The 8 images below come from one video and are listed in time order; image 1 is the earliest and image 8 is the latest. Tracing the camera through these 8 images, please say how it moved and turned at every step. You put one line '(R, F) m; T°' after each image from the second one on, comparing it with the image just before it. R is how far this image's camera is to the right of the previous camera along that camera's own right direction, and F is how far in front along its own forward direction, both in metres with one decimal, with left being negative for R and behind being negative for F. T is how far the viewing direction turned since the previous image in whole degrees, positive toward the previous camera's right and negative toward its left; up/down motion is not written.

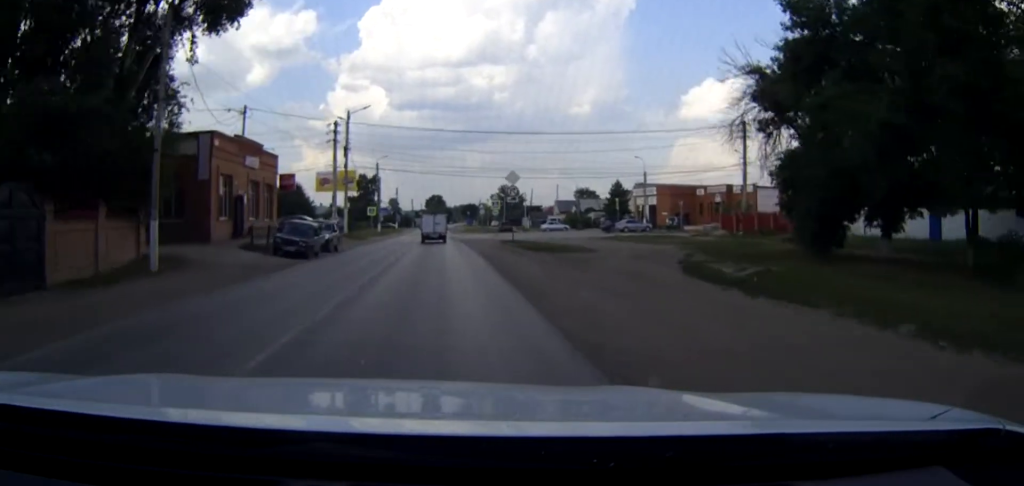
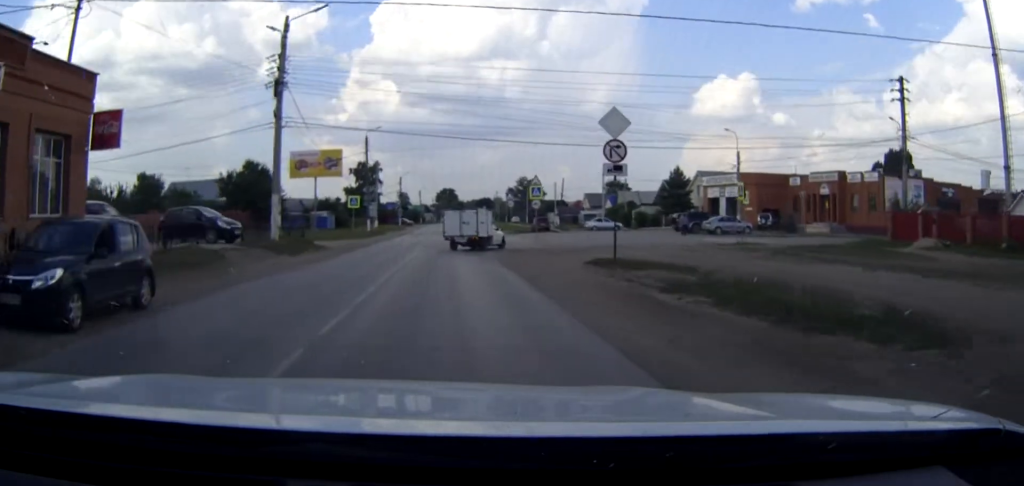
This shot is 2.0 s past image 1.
(-0.2, +27.1) m; -1°
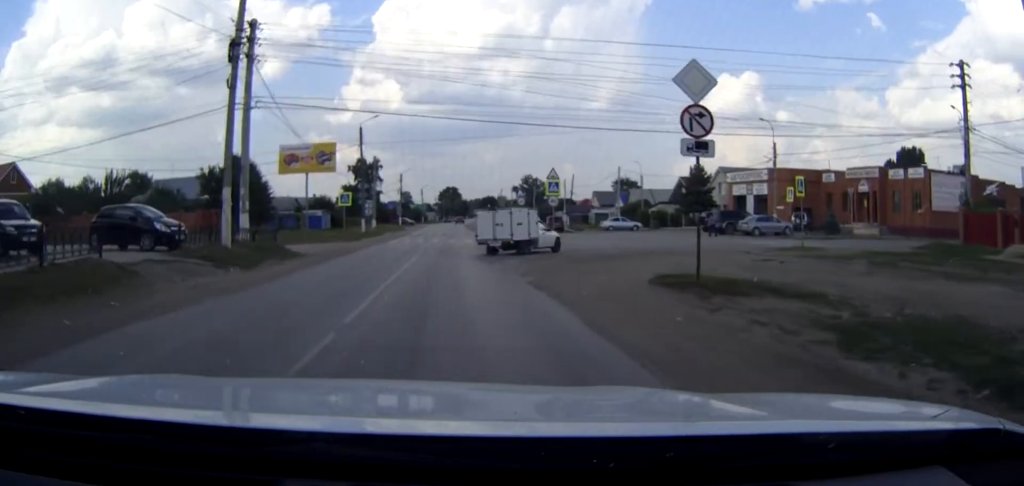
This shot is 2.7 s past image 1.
(0.0, +7.4) m; 0°
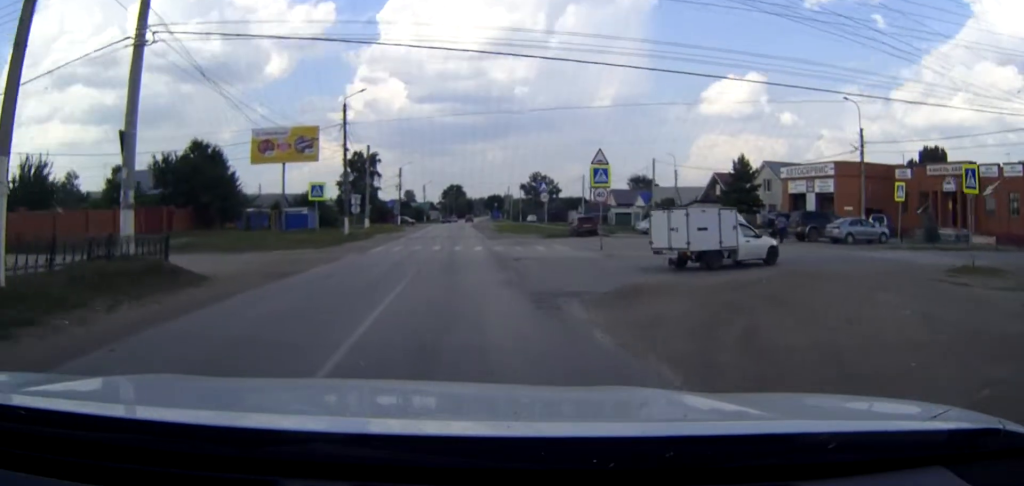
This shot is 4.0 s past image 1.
(-0.1, +13.8) m; 0°
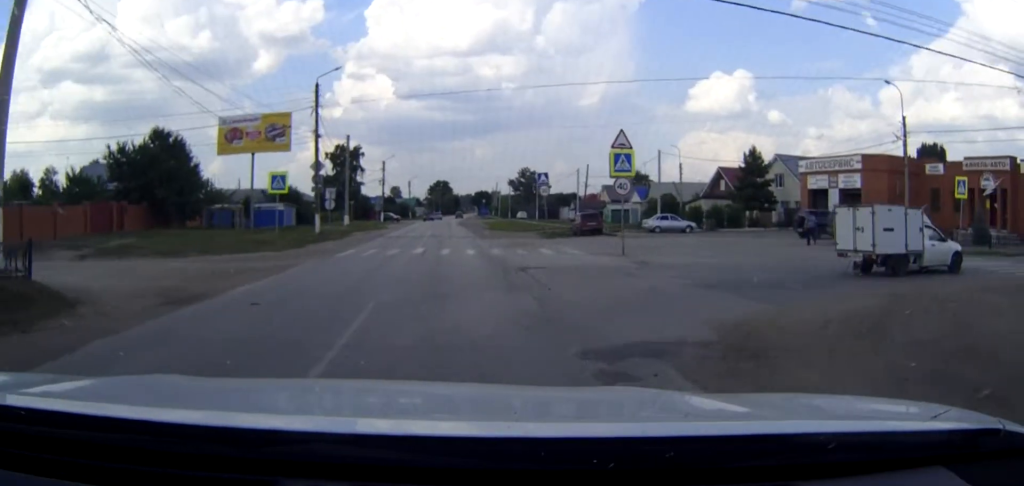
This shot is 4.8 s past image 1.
(0.0, +7.0) m; +3°
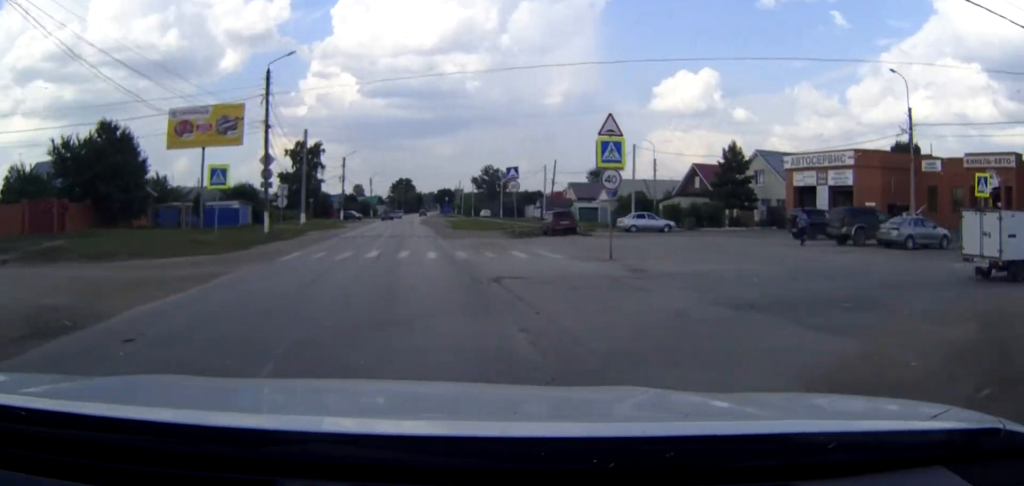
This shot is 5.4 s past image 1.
(-0.1, +4.5) m; +5°
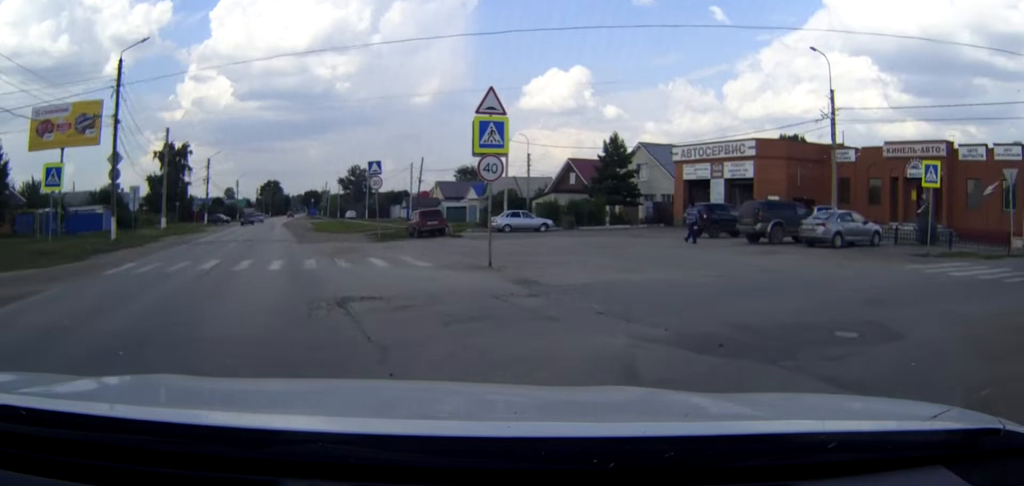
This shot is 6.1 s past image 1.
(+0.4, +5.0) m; +13°
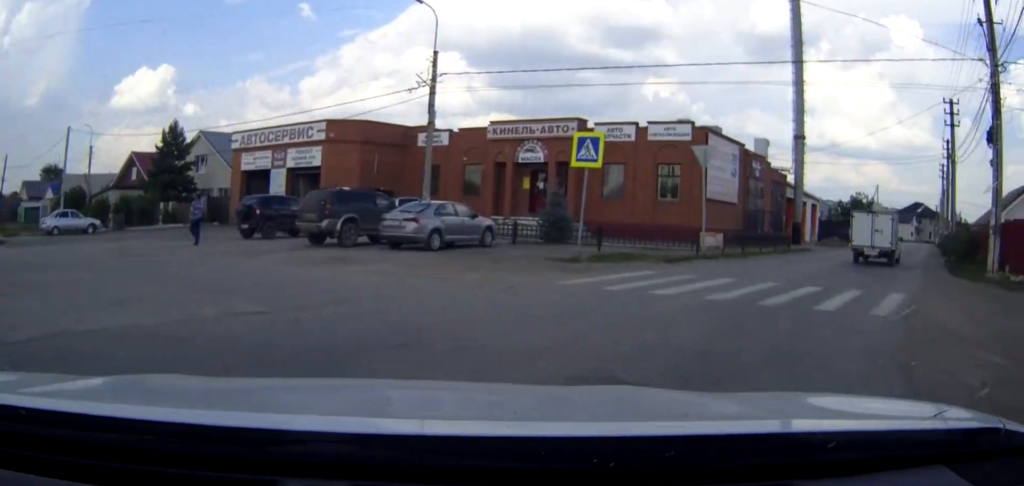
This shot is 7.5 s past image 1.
(+2.2, +7.3) m; +34°
